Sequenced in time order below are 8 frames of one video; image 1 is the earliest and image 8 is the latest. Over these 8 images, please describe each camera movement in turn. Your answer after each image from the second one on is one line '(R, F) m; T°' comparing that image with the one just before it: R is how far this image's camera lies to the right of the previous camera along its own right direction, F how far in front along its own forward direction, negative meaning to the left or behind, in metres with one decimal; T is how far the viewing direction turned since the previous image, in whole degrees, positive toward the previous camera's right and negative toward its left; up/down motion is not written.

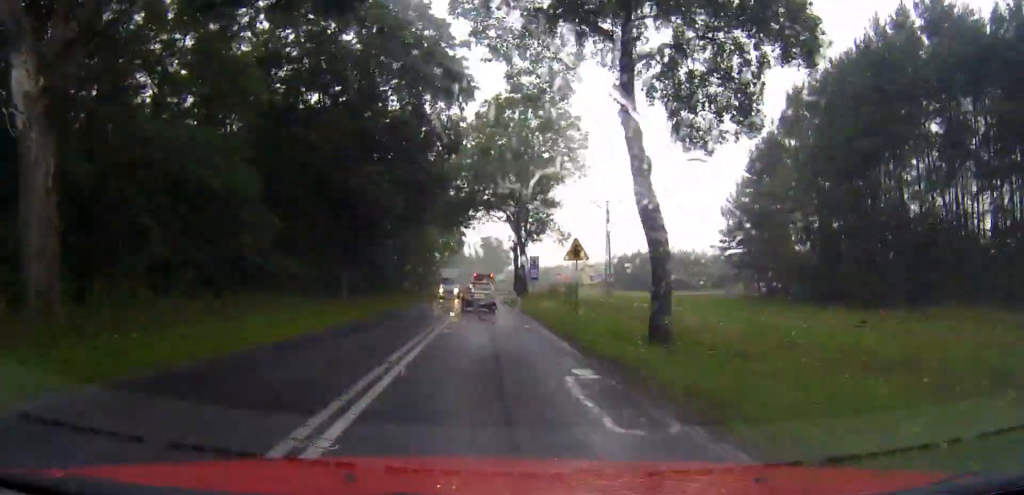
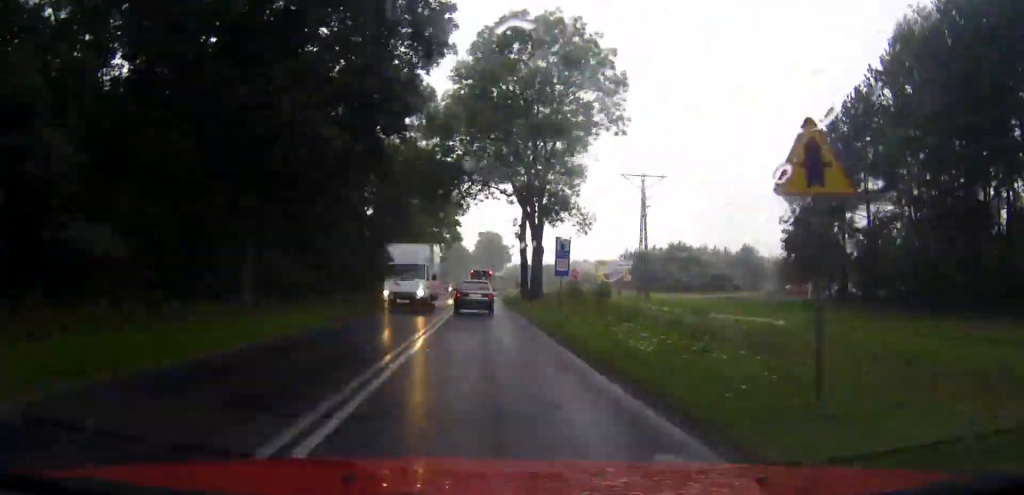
(0.0, +17.3) m; 0°
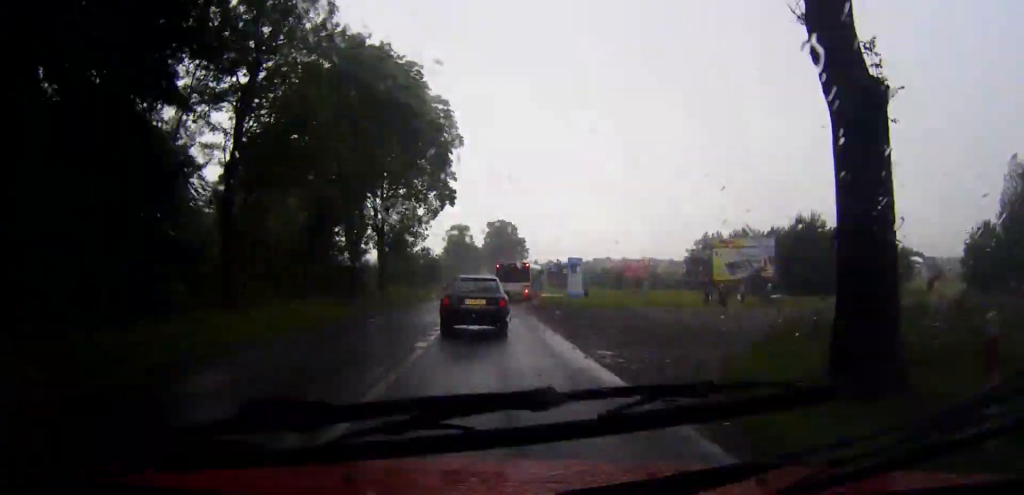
(-0.2, +47.9) m; 0°
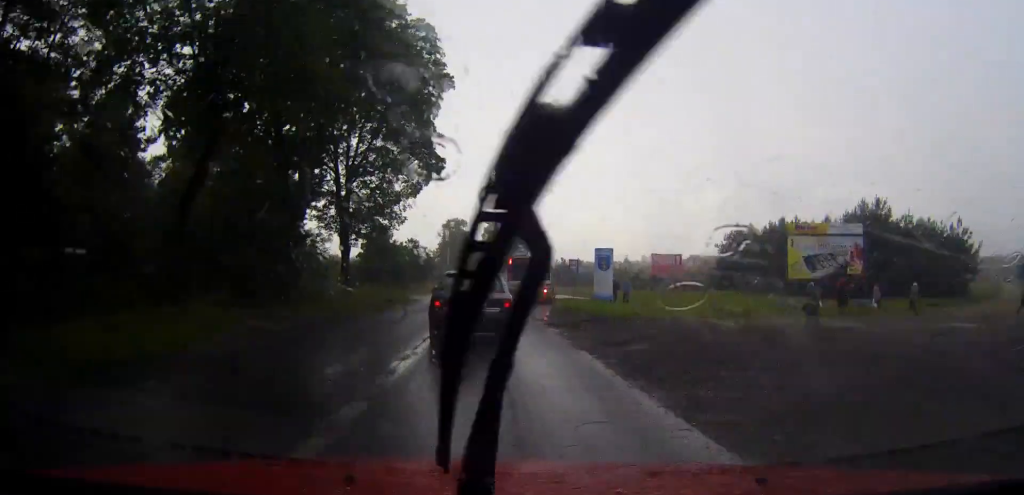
(+0.1, +15.5) m; 0°
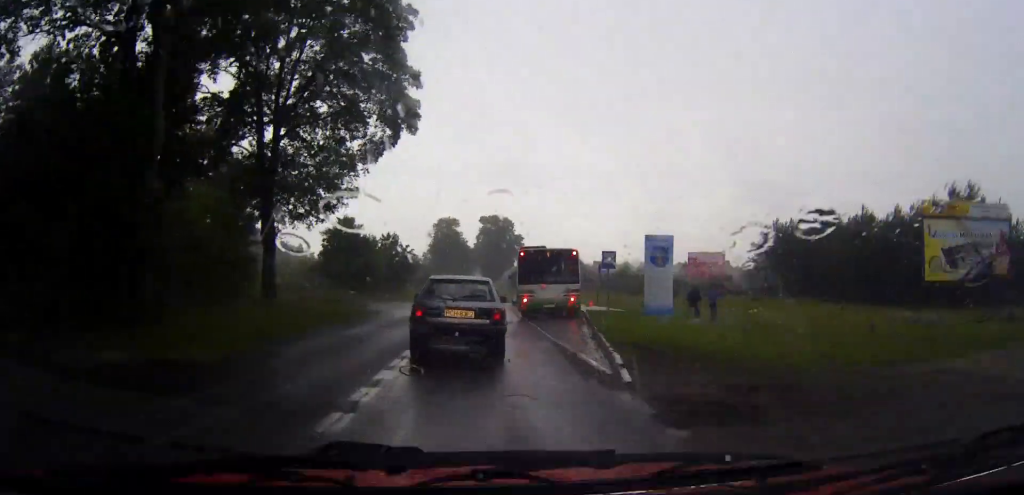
(-0.1, +17.4) m; 0°
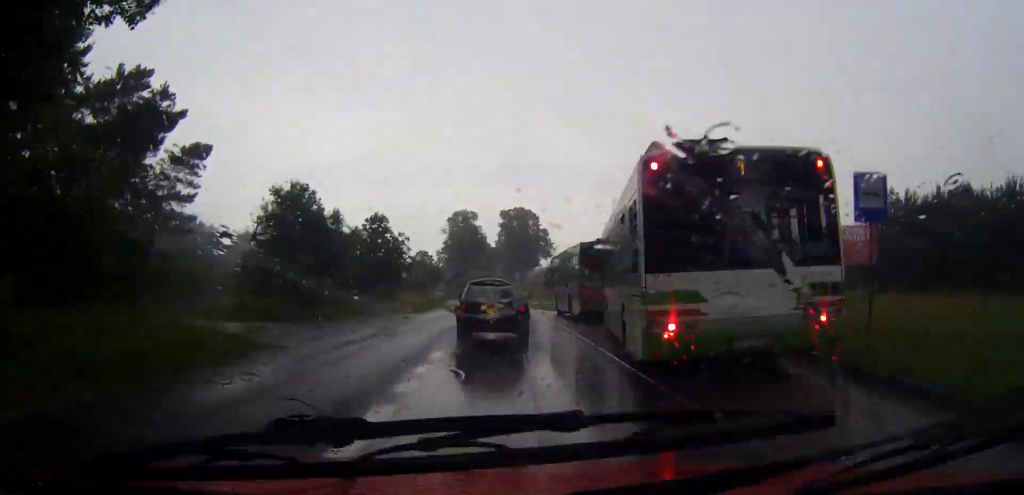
(+0.2, +27.0) m; +1°
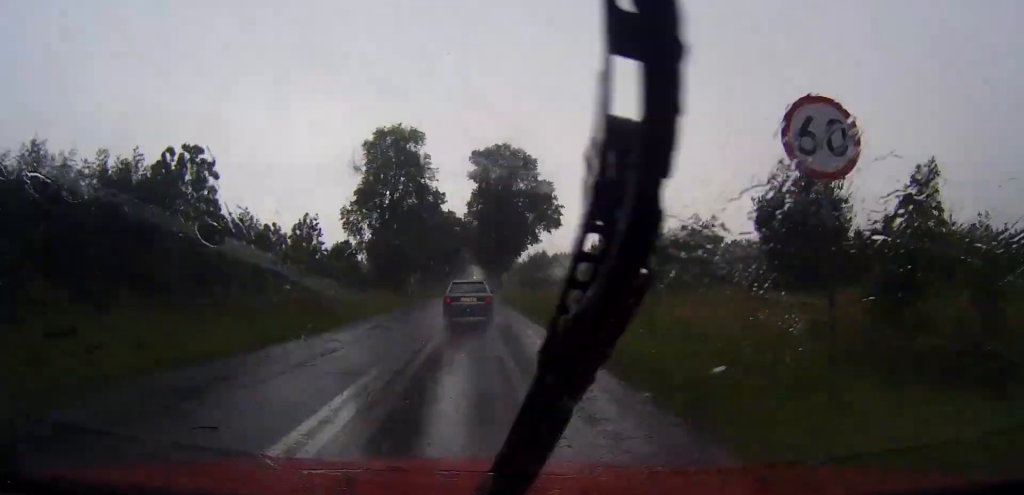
(+0.3, +80.0) m; 0°
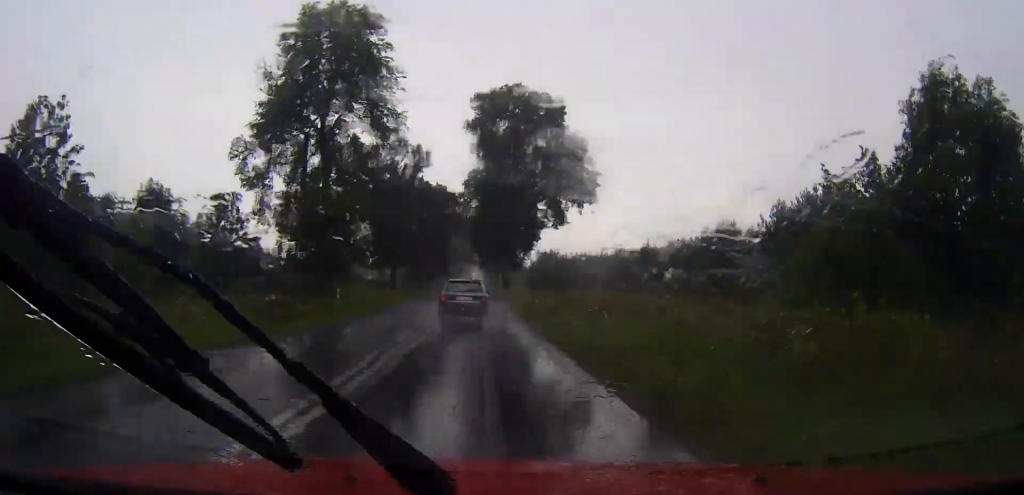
(+0.1, +33.6) m; 0°
